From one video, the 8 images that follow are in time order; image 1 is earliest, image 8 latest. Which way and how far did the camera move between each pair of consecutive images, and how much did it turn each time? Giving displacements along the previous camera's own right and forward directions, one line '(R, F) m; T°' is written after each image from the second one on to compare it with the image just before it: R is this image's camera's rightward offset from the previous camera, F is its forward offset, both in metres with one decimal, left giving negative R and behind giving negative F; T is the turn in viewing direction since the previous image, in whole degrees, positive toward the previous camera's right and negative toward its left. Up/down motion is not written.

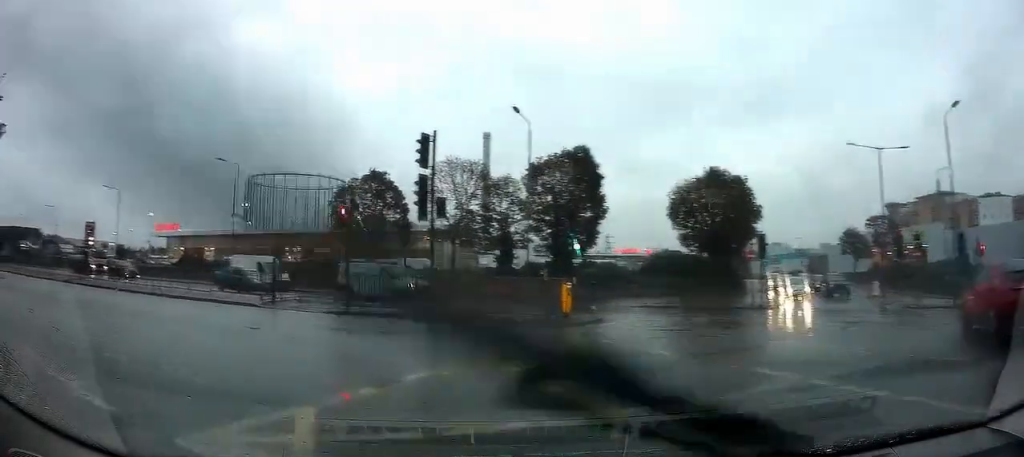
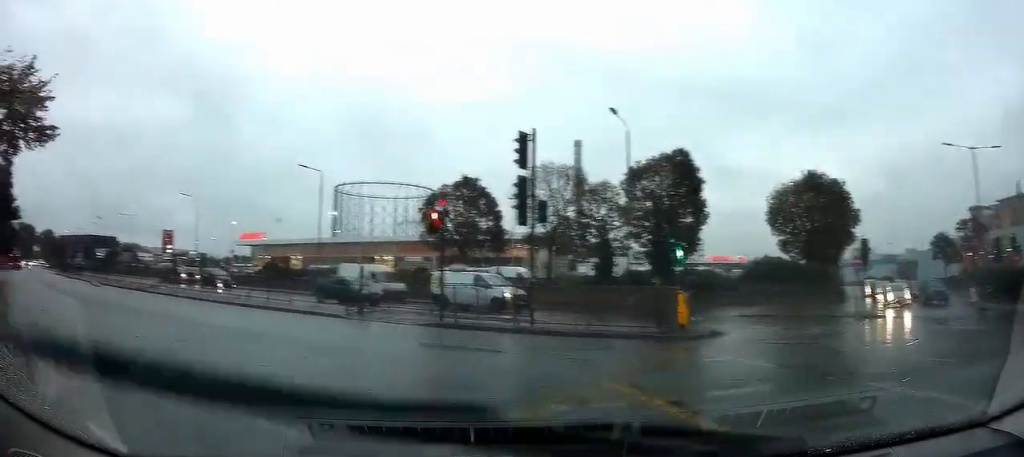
(0.0, +1.2) m; -10°
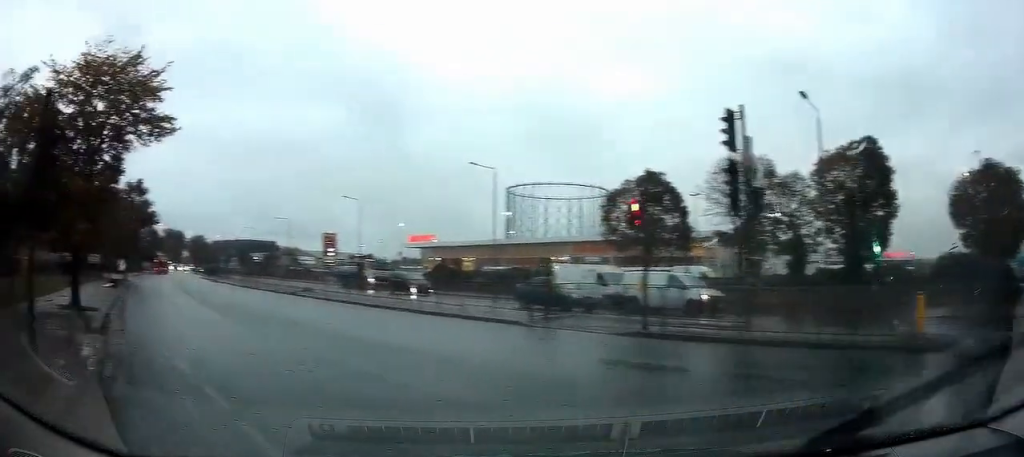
(-0.4, +2.1) m; -16°
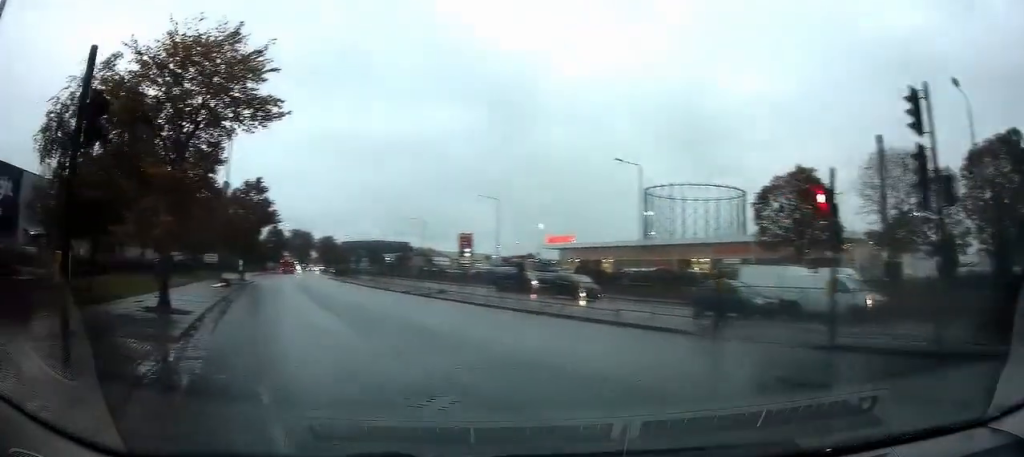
(-0.2, +1.9) m; -12°
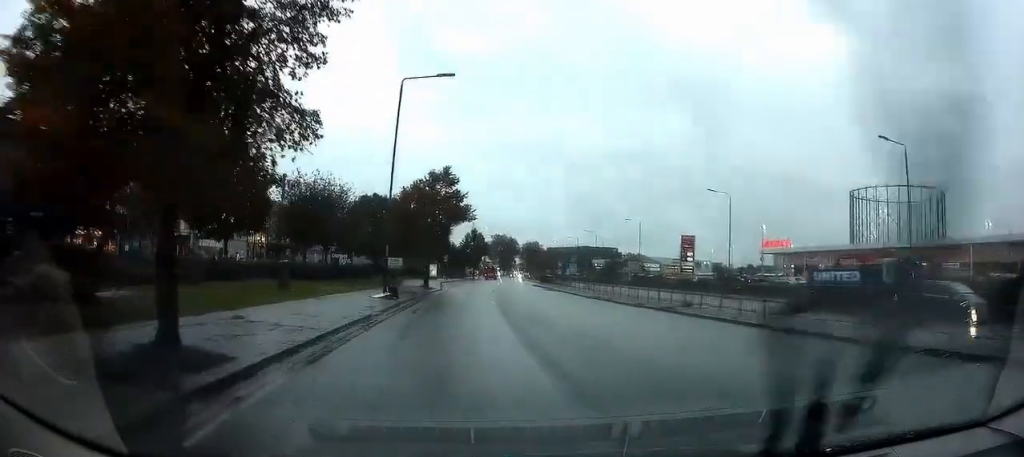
(-1.5, +8.2) m; -16°
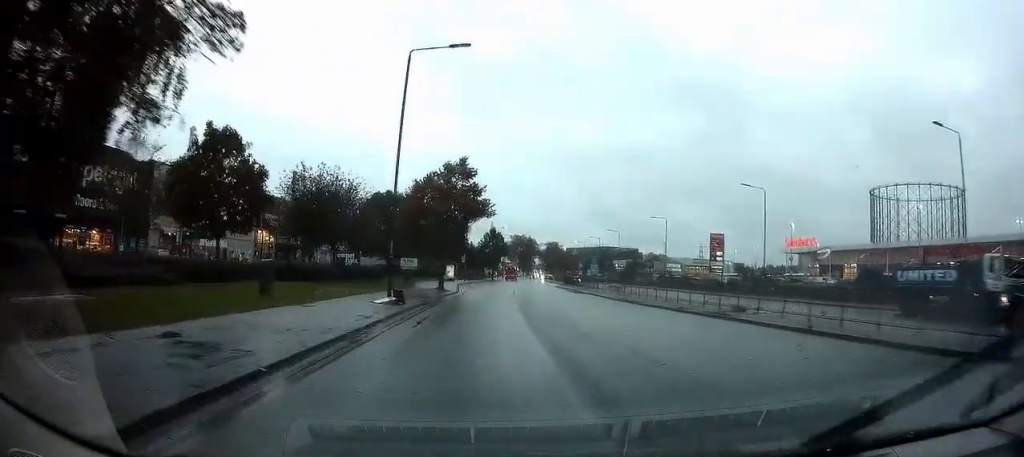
(-0.1, +3.5) m; -2°
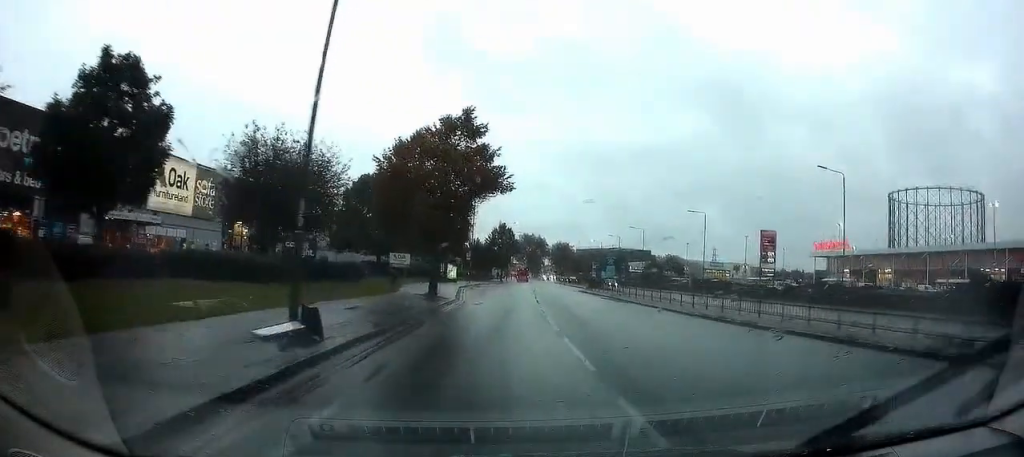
(-0.2, +11.3) m; 0°
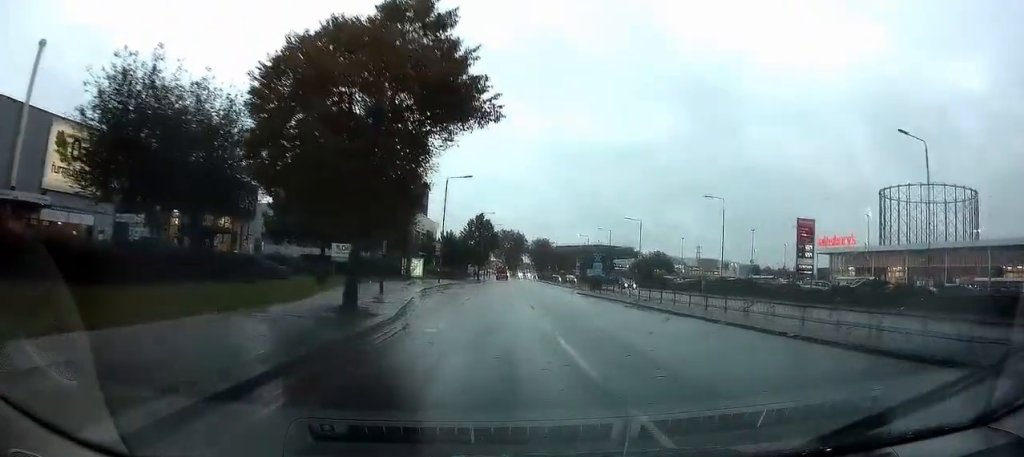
(+0.2, +12.0) m; +2°
